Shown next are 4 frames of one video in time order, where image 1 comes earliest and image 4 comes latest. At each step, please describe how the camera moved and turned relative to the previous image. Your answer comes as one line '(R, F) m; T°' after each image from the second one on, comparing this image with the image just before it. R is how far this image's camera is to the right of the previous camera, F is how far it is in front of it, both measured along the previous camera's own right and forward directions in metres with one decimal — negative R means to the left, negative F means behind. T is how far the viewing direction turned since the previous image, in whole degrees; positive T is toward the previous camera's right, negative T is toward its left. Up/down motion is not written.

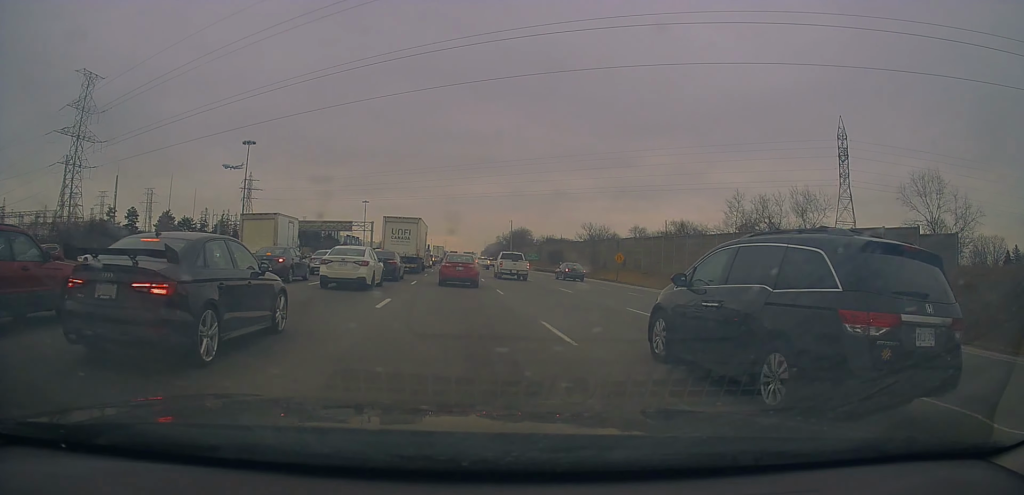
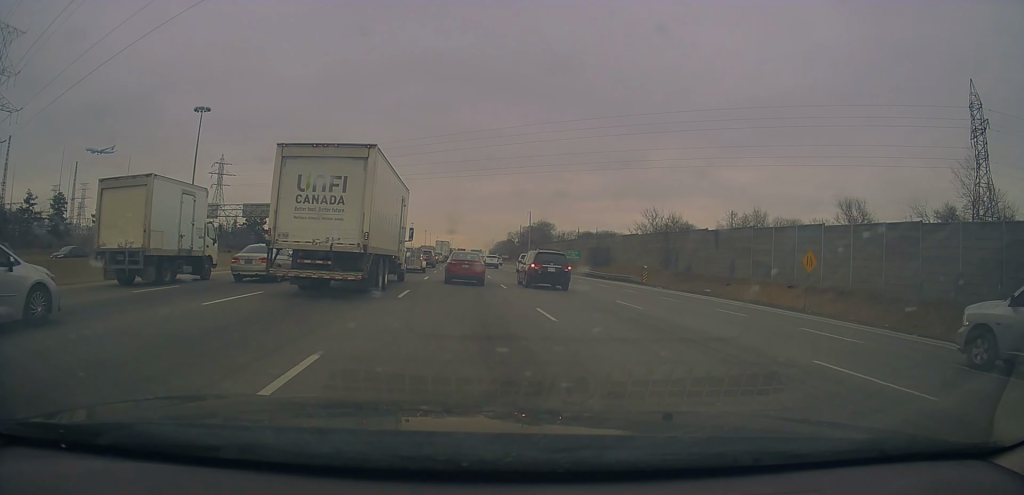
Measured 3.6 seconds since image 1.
(+0.3, +32.5) m; 0°
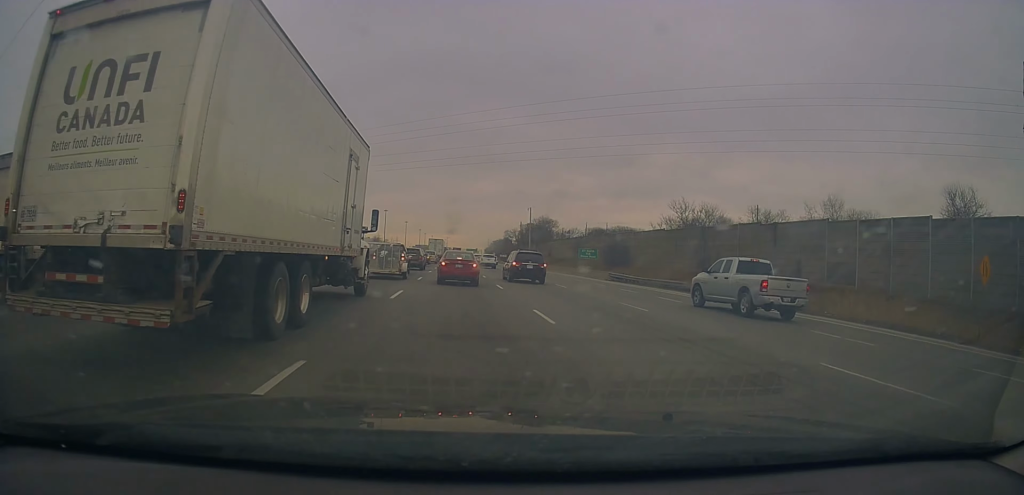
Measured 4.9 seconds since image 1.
(-0.6, +12.4) m; -1°
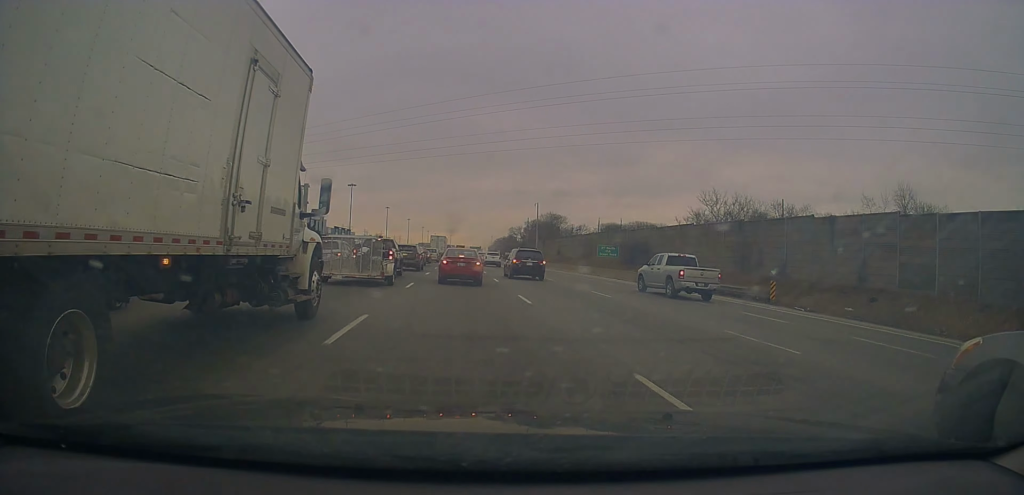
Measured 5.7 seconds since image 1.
(+0.3, +7.7) m; +1°
